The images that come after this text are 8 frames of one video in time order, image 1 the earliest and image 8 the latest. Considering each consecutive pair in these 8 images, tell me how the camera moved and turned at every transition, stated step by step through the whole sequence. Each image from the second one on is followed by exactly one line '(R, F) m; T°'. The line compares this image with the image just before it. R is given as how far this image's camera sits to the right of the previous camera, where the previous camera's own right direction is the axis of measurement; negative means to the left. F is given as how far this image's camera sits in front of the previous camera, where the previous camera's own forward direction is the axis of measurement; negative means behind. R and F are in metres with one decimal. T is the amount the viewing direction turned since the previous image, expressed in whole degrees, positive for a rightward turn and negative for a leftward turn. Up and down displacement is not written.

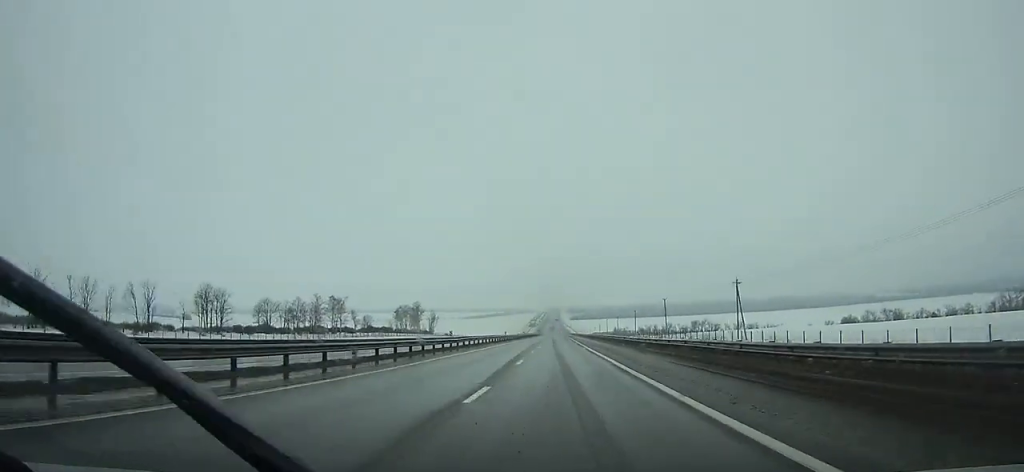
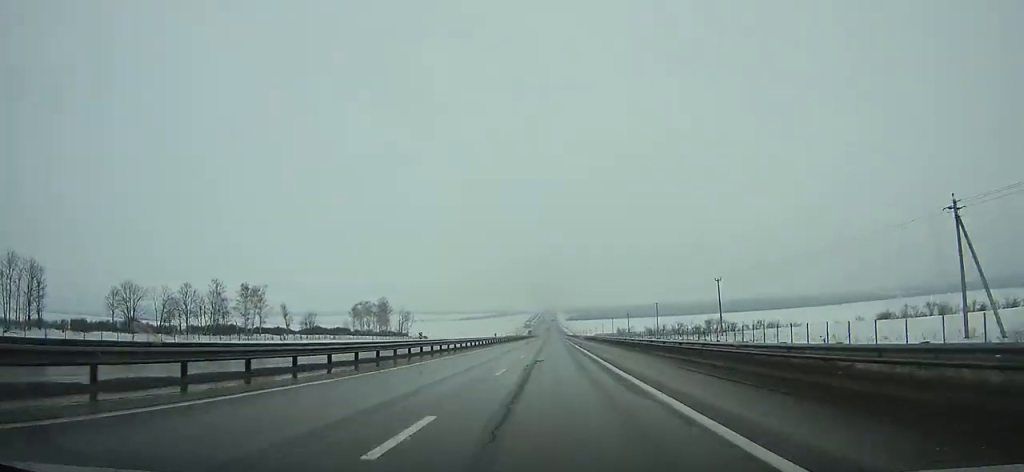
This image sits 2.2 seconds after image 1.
(+0.2, +51.7) m; 0°
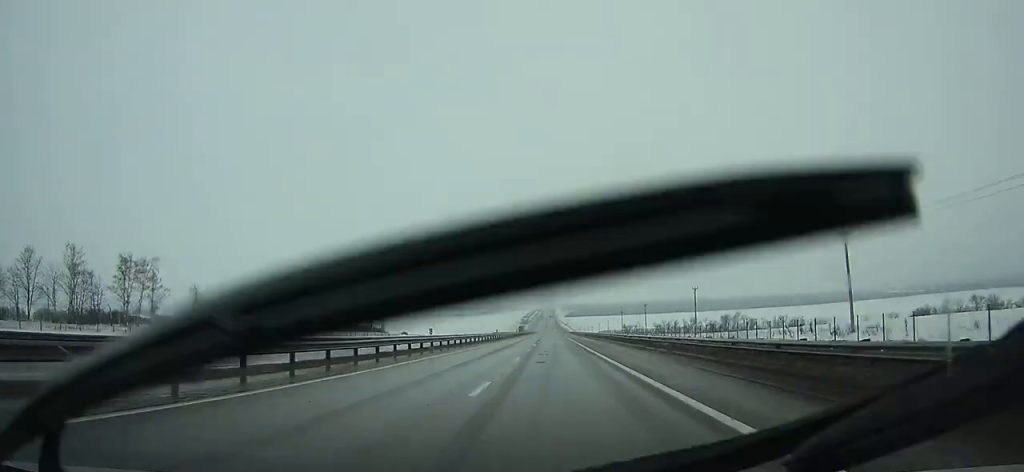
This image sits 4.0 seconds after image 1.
(-0.1, +42.4) m; 0°
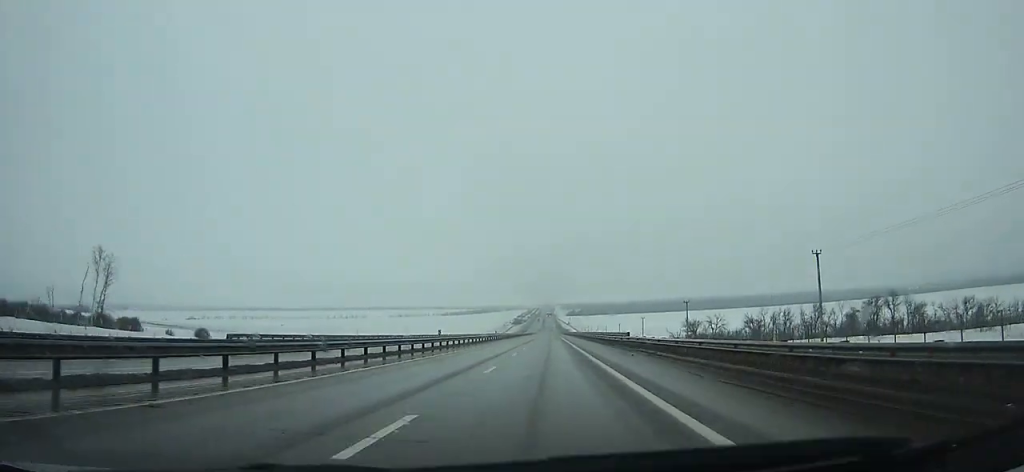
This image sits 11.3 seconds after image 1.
(+0.3, +172.7) m; 0°
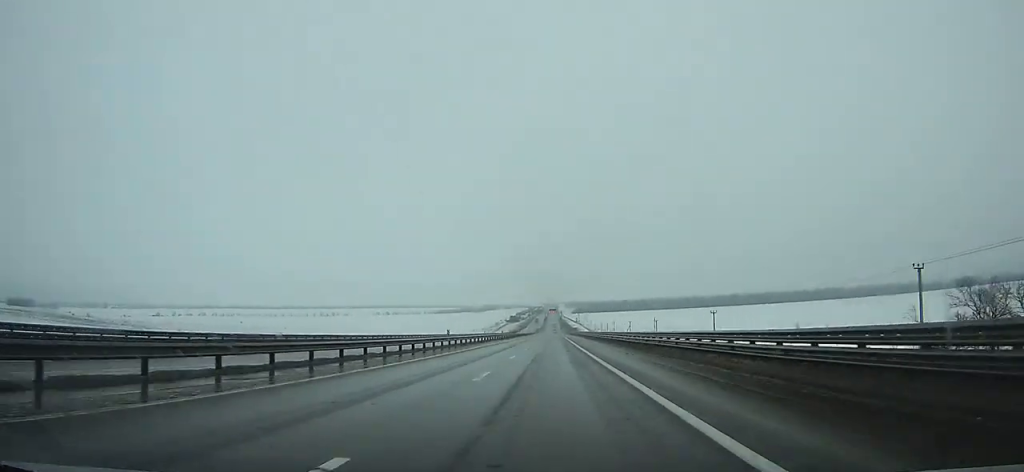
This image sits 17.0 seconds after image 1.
(-0.4, +135.7) m; 0°
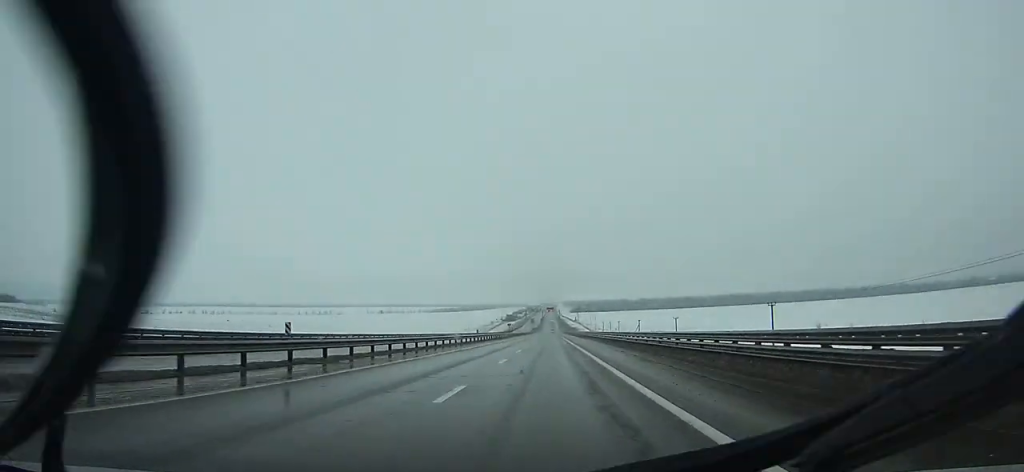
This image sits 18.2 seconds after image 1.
(0.0, +28.7) m; 0°
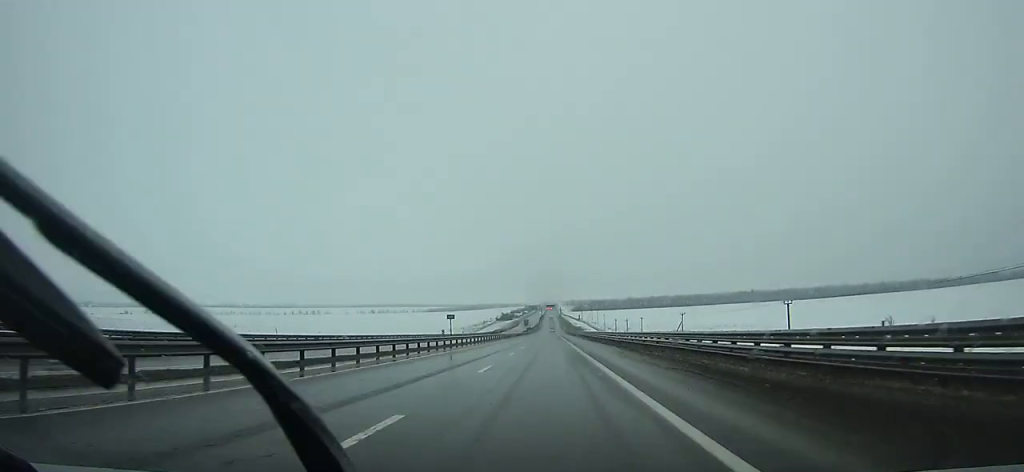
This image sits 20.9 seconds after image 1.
(+0.1, +64.5) m; 0°
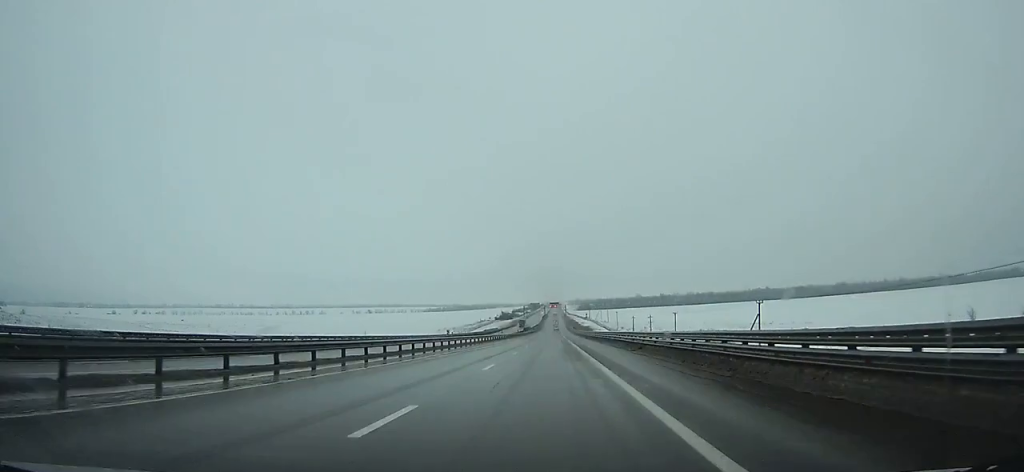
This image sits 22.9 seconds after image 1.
(+0.1, +47.7) m; 0°
